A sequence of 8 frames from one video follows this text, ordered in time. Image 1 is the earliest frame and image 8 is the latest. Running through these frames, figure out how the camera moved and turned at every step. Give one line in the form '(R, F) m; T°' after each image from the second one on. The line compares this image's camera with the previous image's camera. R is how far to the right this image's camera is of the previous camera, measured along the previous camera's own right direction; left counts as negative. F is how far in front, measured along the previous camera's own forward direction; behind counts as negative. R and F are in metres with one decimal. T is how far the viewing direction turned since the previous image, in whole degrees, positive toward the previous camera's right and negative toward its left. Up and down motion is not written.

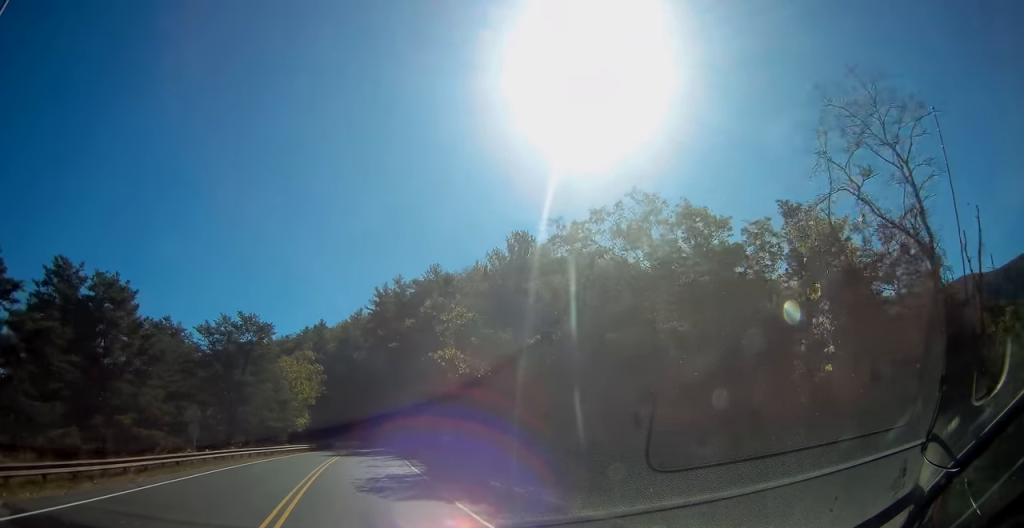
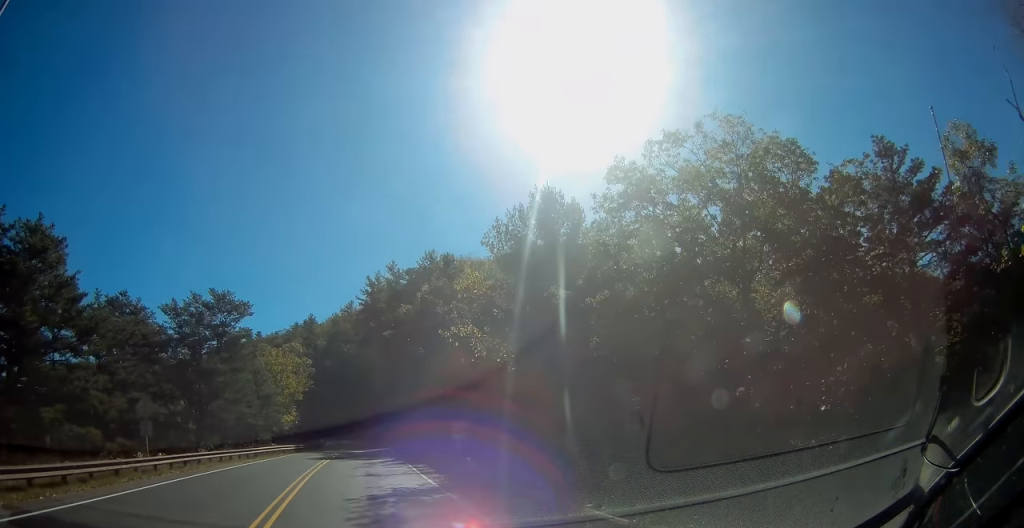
(+0.2, +6.6) m; +1°
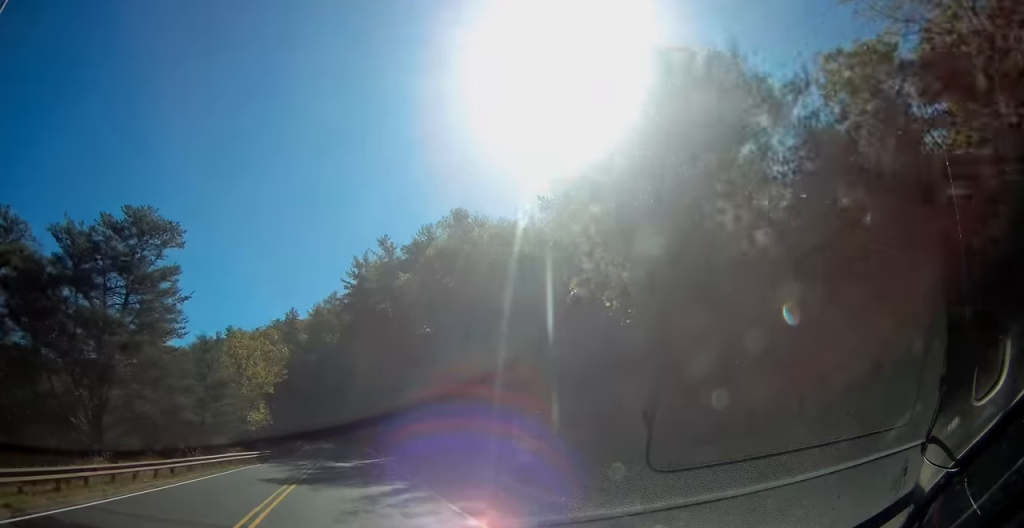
(+0.1, +13.8) m; 0°
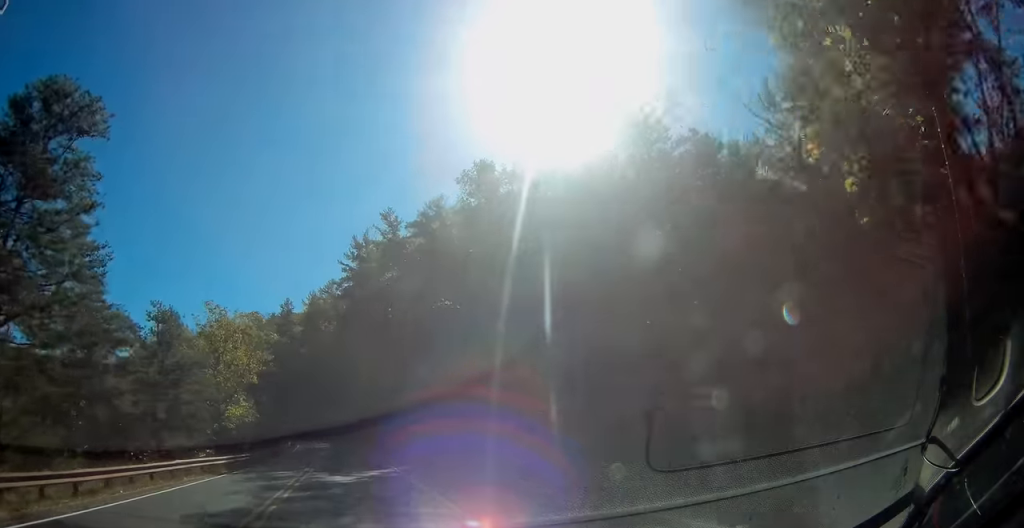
(0.0, +9.0) m; 0°
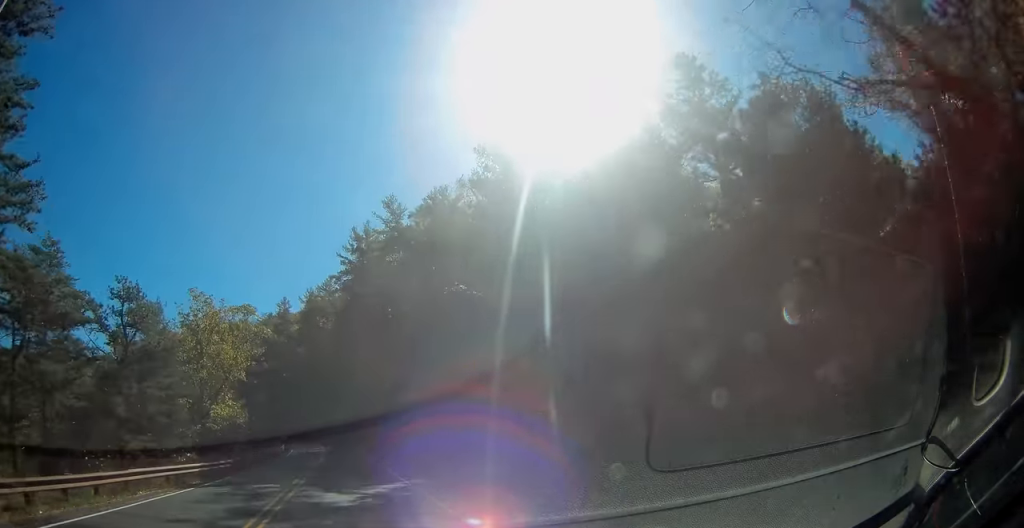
(0.0, +4.8) m; 0°
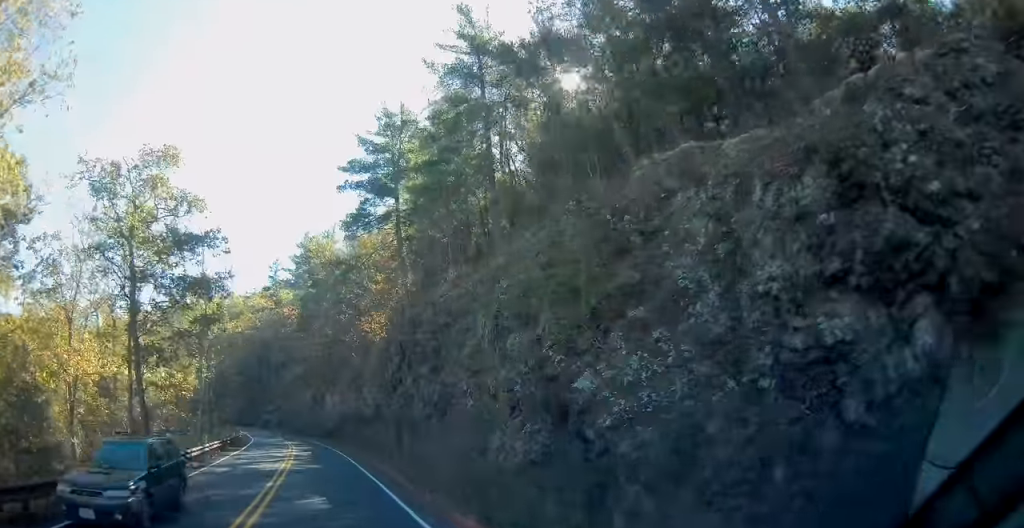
(+0.6, +33.4) m; +1°
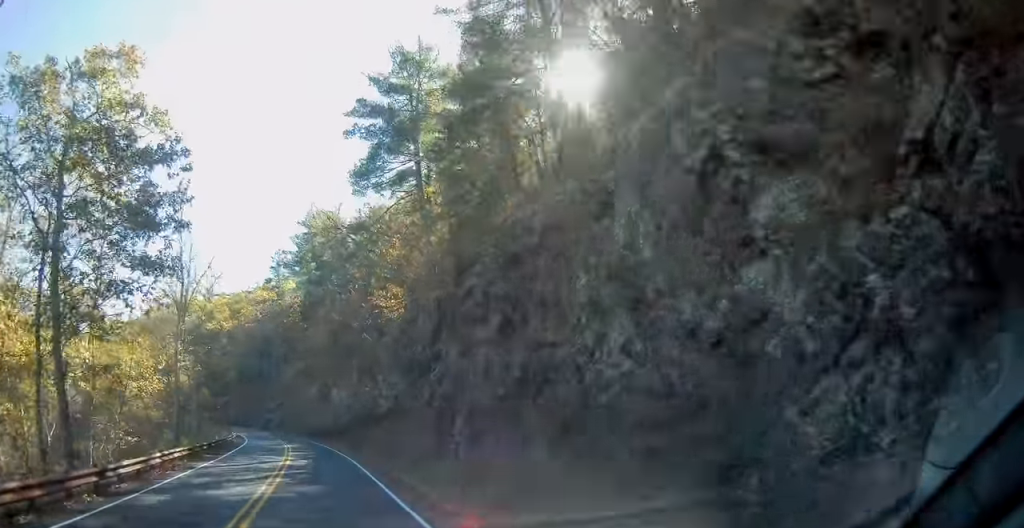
(0.0, +9.2) m; -1°
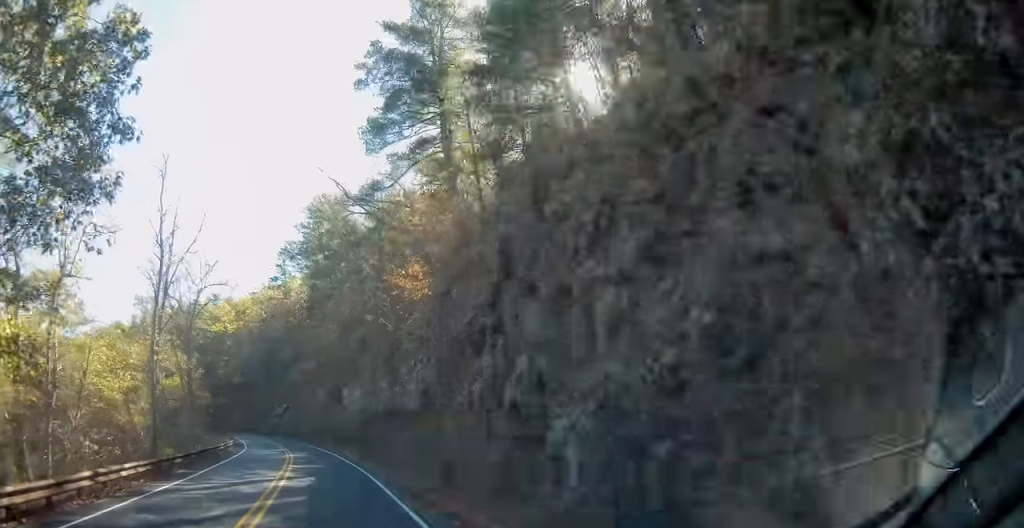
(+0.1, +6.8) m; -1°
